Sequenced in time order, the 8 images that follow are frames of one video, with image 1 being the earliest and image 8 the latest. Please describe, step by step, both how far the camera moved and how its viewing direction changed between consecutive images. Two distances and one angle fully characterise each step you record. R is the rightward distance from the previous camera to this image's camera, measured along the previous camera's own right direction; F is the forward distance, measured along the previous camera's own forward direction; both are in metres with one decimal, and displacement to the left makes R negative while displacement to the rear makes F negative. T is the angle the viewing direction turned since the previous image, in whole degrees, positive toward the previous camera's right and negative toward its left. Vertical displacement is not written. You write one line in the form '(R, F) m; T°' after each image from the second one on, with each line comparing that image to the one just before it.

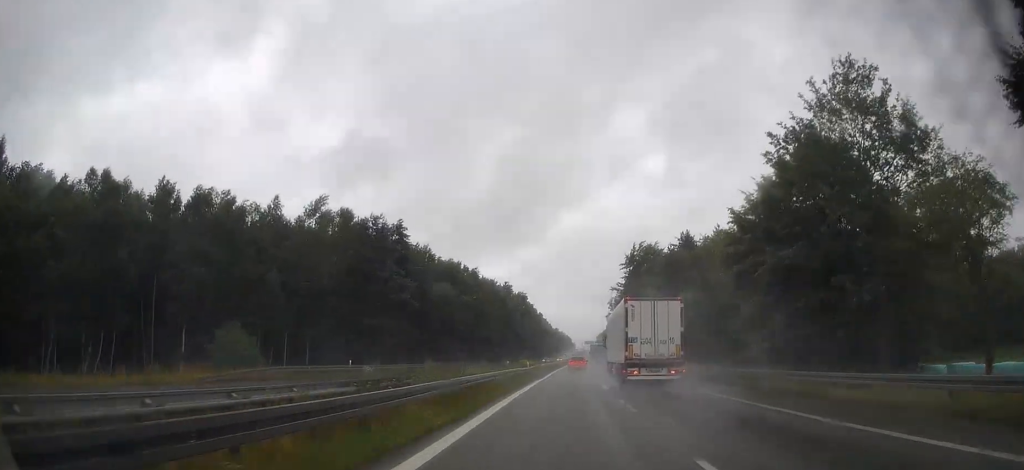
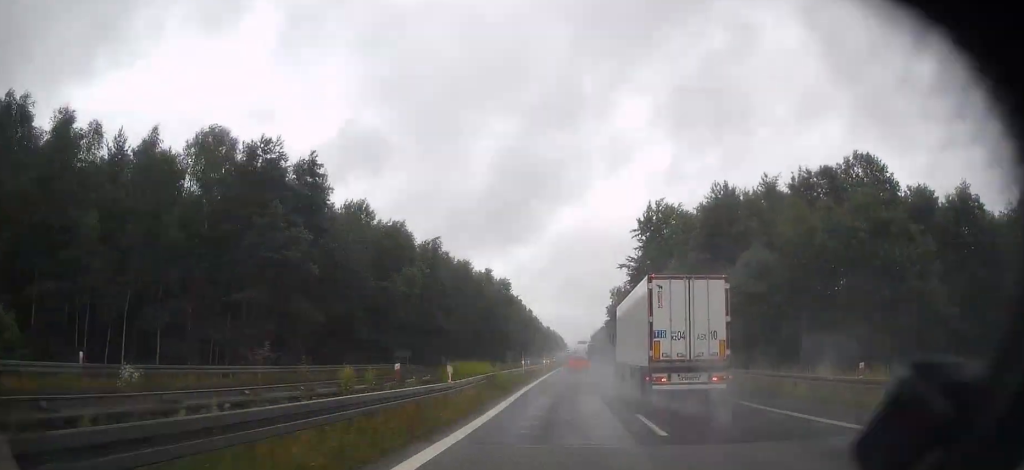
(0.0, +27.9) m; +1°
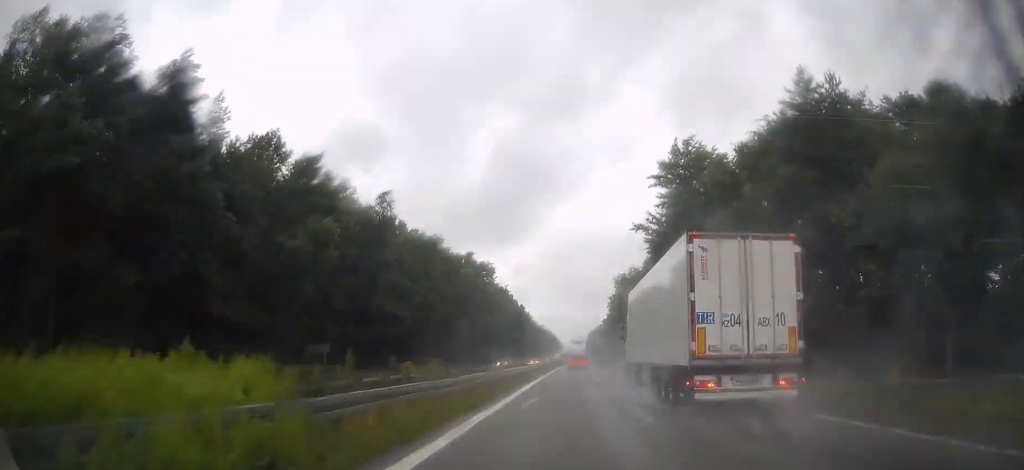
(0.0, +21.6) m; +1°
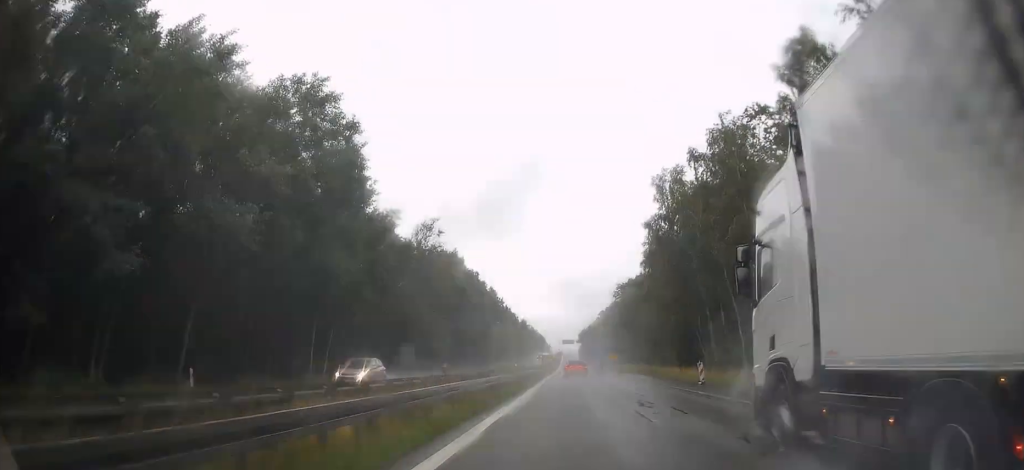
(+0.9, +69.3) m; +1°
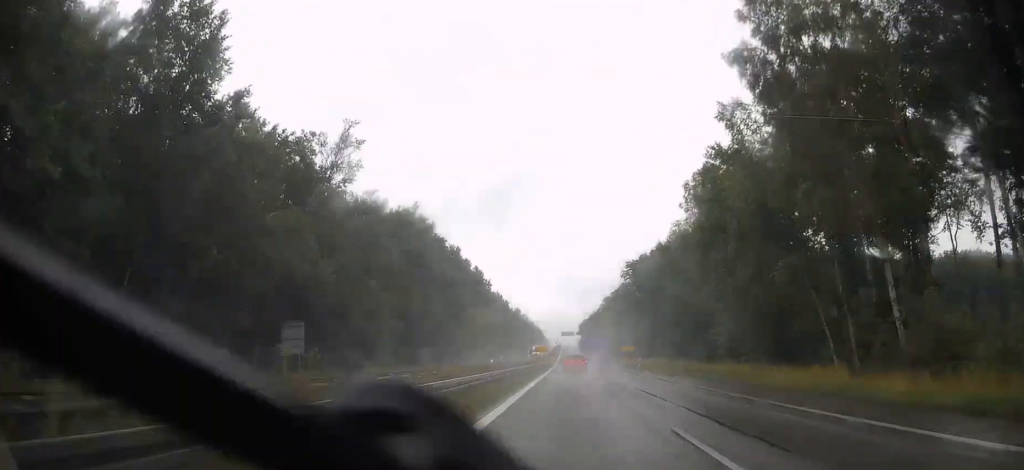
(+0.1, +29.1) m; +1°
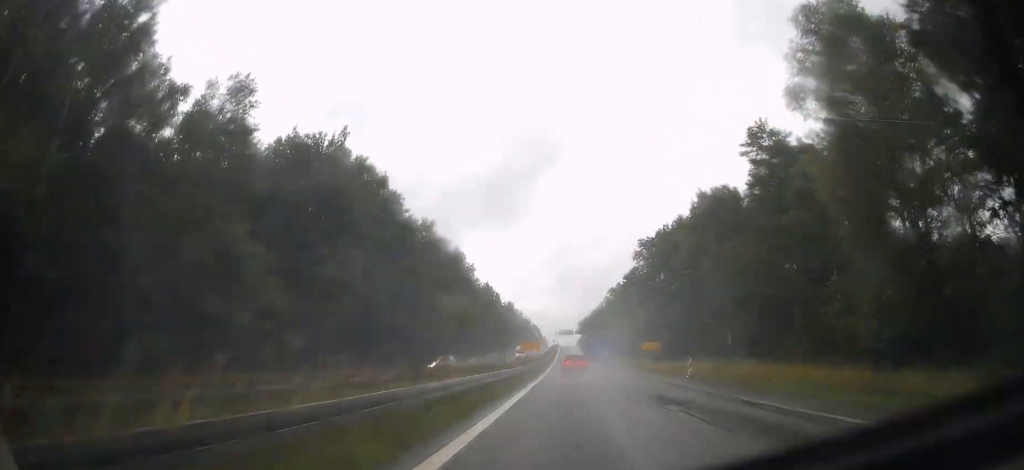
(+0.3, +27.7) m; 0°
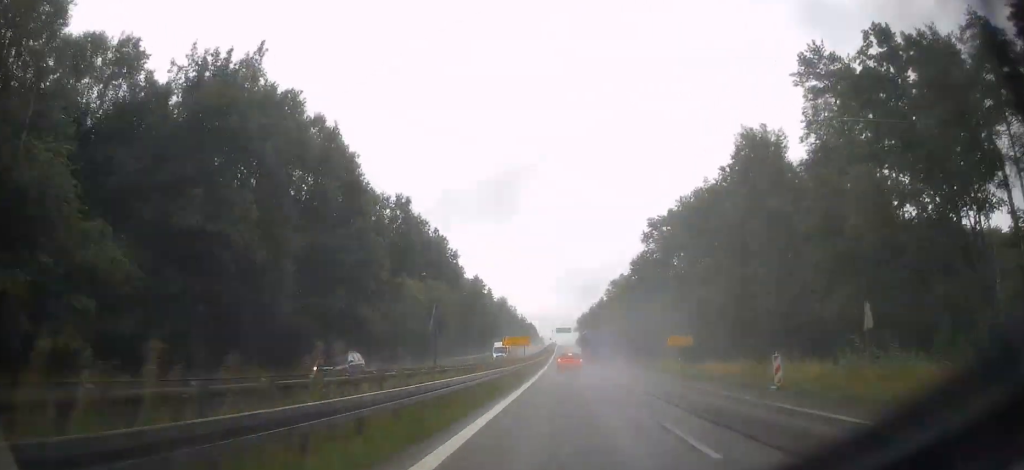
(0.0, +16.7) m; -1°
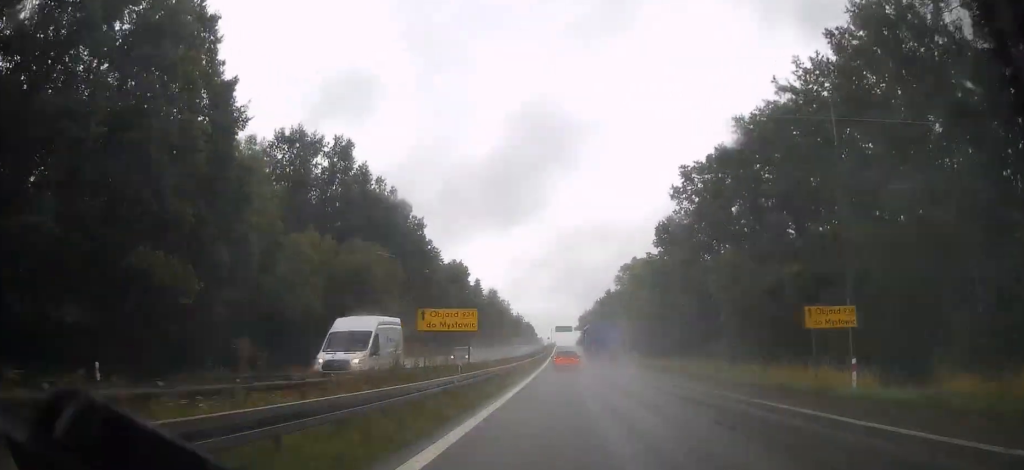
(-0.3, +27.8) m; -1°
